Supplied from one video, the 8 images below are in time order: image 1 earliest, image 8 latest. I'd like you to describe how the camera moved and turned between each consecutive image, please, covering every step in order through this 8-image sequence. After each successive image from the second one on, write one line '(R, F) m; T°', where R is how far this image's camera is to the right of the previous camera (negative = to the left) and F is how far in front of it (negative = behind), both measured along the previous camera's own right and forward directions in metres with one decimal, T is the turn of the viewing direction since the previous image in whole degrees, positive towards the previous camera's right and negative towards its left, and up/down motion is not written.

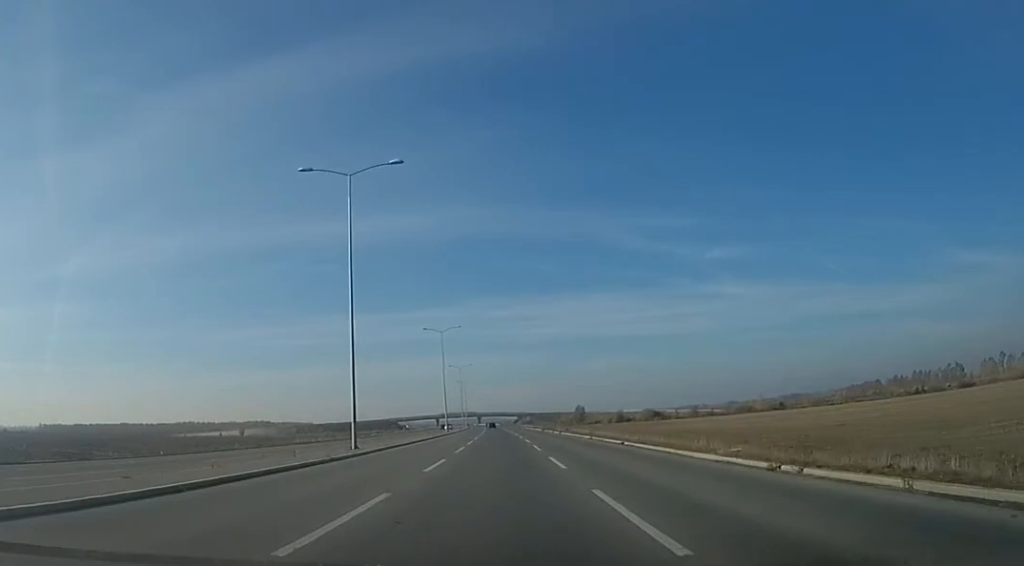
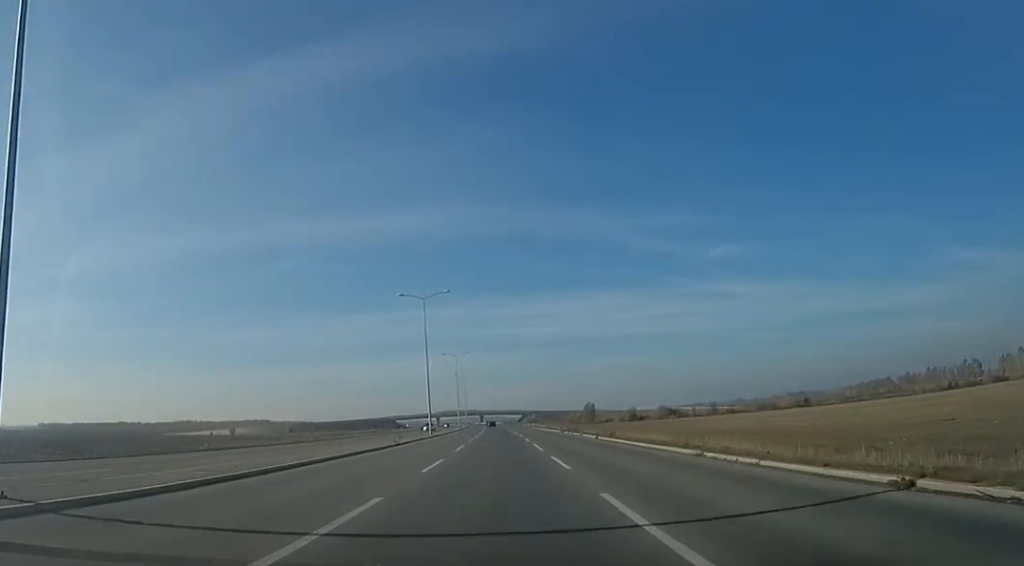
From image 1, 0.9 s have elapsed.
(-0.2, +21.1) m; -2°
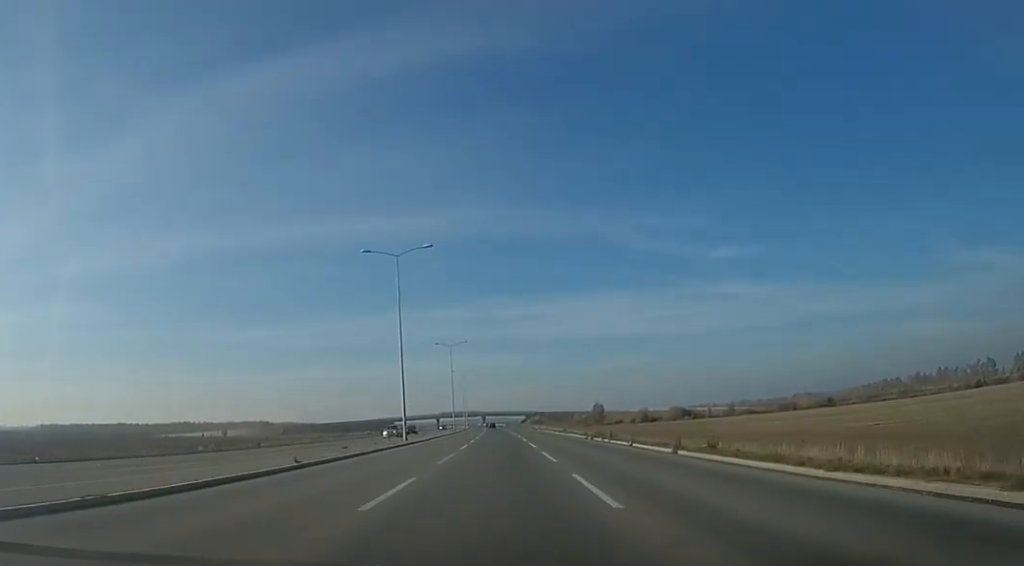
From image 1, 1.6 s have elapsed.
(-0.8, +16.5) m; 0°
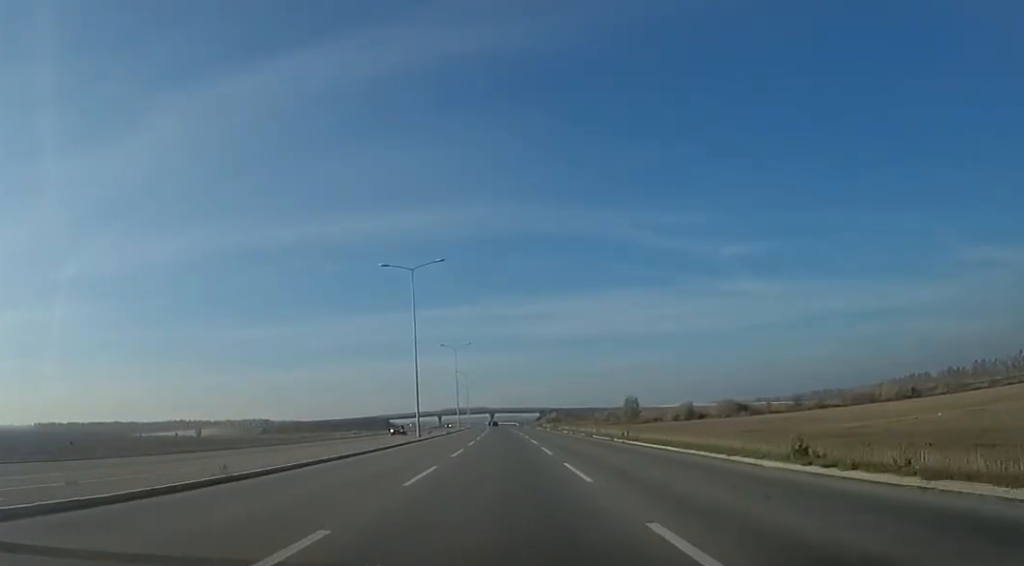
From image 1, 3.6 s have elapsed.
(+1.8, +47.4) m; +2°
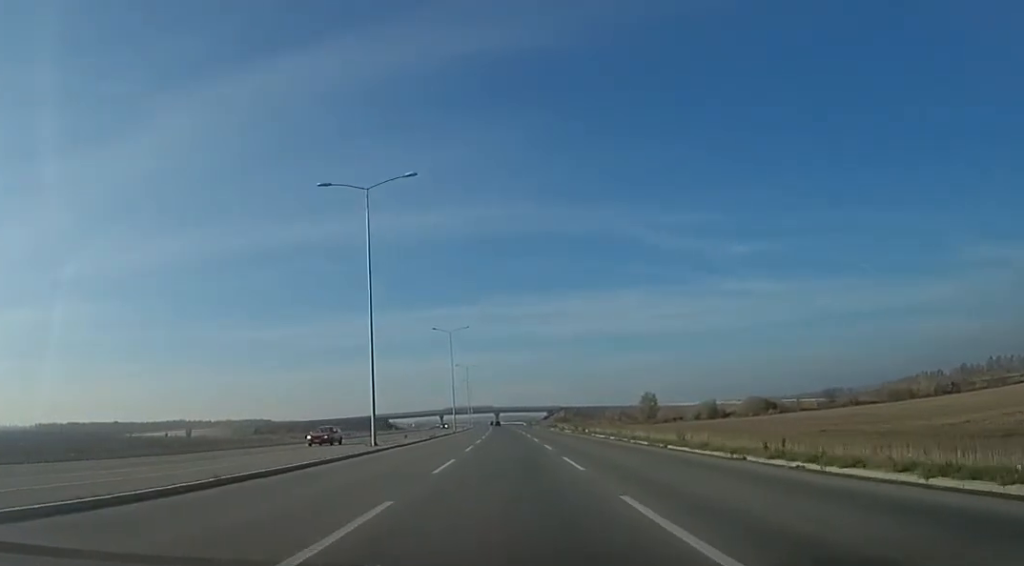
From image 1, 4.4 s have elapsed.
(+0.3, +17.5) m; -1°
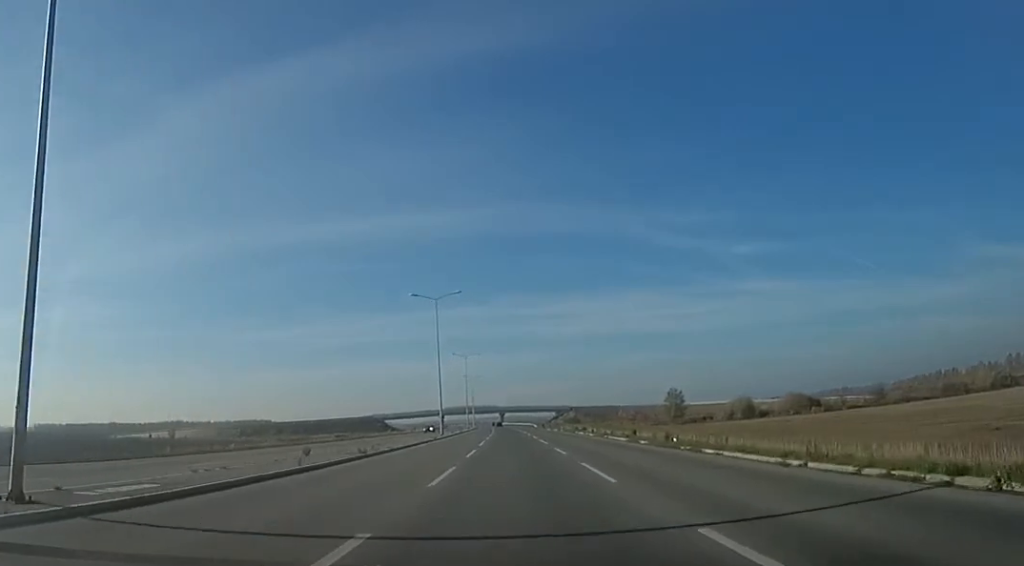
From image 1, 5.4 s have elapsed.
(-0.6, +22.8) m; -2°
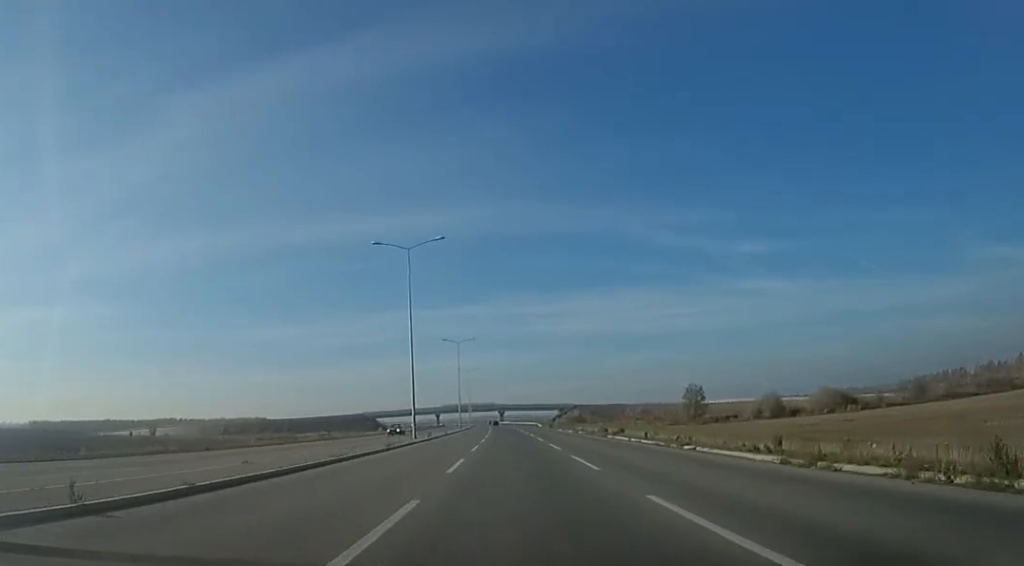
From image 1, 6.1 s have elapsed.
(-0.2, +17.4) m; -1°
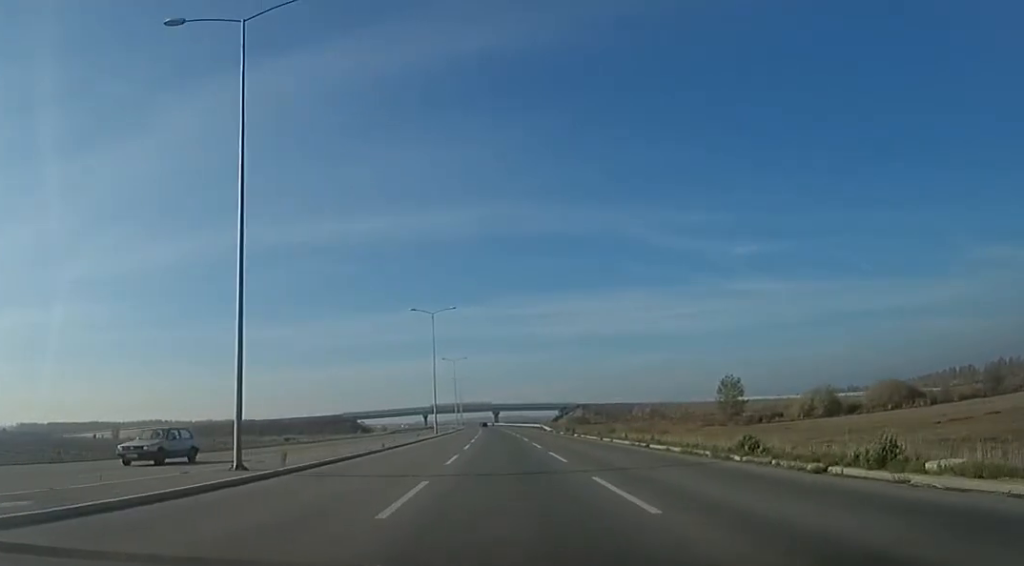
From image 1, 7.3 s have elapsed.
(0.0, +26.7) m; 0°
